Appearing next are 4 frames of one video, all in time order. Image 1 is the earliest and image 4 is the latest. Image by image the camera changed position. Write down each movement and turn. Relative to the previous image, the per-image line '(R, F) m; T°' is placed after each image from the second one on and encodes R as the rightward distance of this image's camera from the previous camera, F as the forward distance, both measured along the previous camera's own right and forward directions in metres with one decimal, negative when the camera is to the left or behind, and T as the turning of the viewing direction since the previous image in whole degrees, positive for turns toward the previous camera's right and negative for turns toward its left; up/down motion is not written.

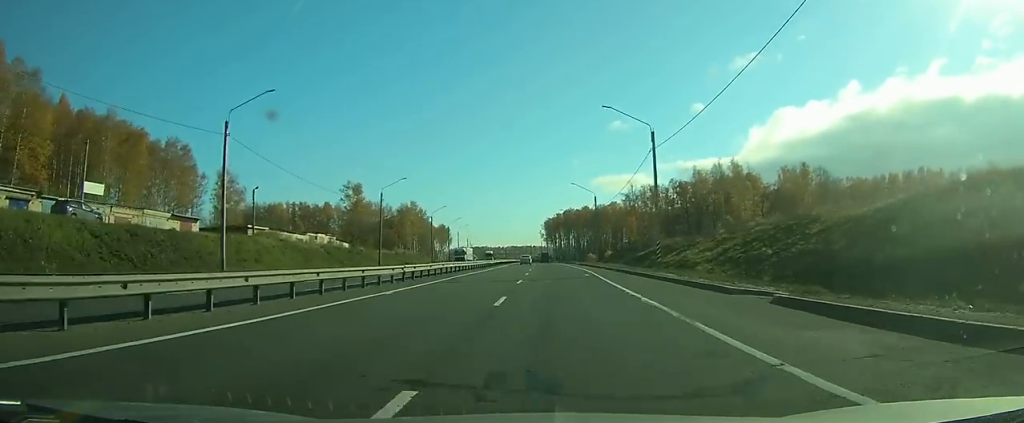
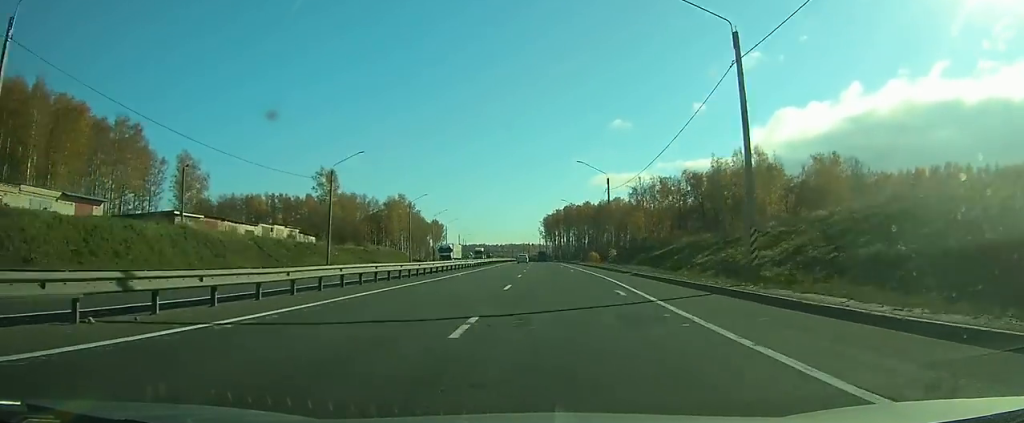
(-0.1, +18.2) m; 0°
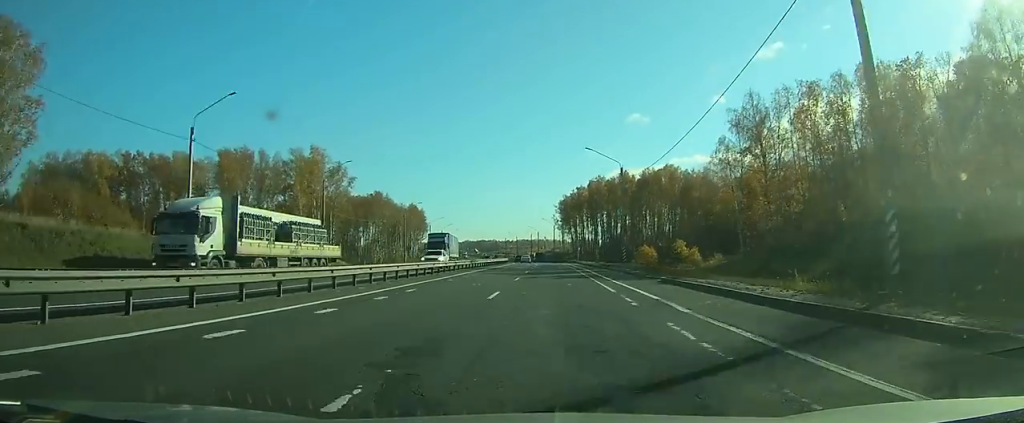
(-0.5, +86.0) m; -1°
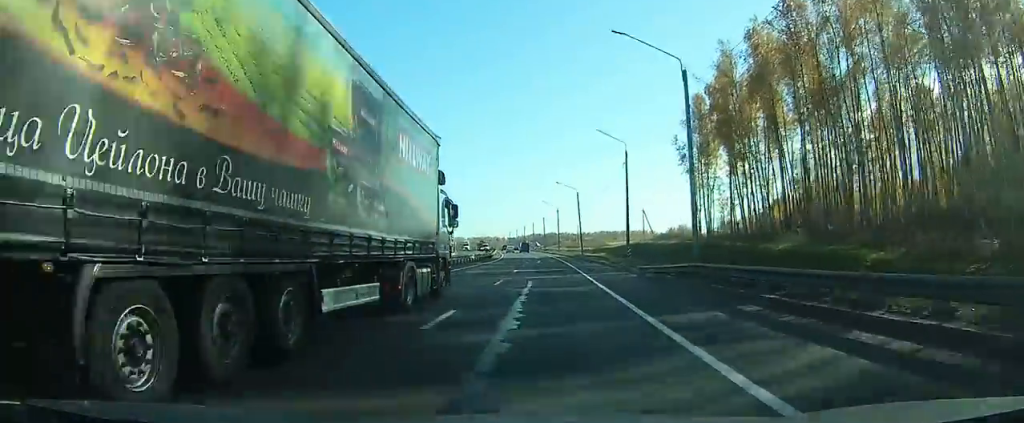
(-6.7, +154.4) m; -7°
